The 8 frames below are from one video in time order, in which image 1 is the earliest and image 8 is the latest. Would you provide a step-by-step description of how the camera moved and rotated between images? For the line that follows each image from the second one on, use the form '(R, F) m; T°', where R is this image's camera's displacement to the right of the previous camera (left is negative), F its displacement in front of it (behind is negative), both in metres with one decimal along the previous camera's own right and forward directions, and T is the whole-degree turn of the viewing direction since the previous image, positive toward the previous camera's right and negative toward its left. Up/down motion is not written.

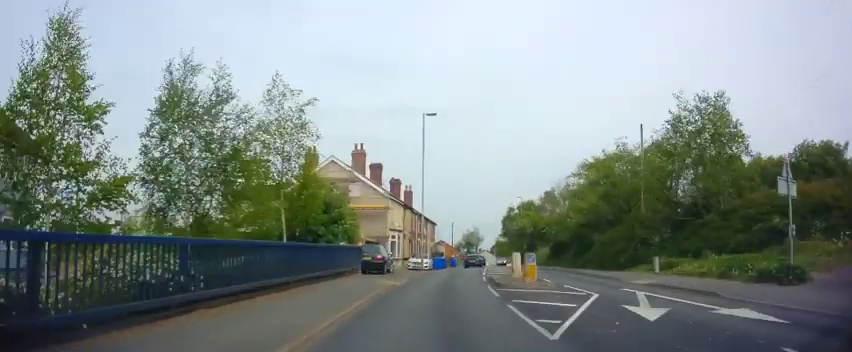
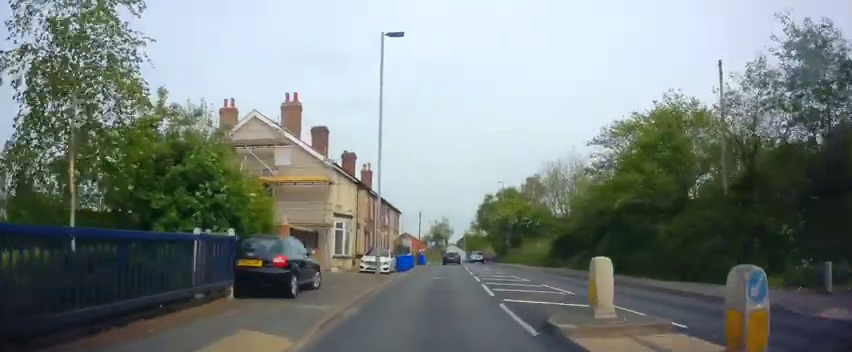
(+0.6, +11.3) m; +7°
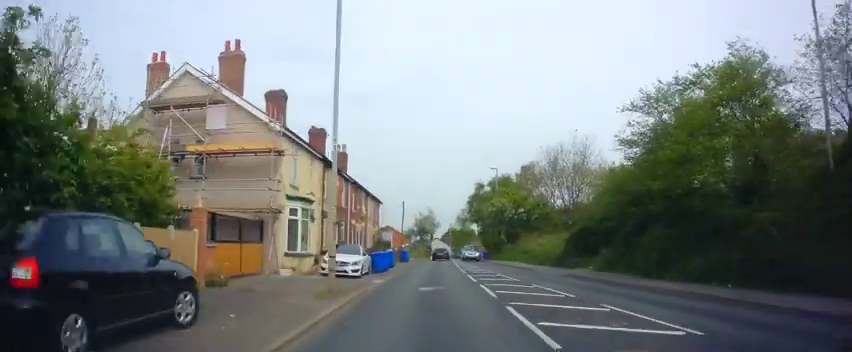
(+0.4, +6.9) m; +2°
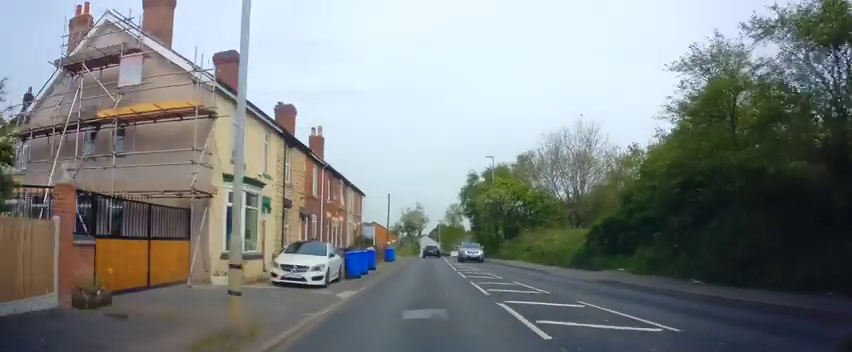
(+0.1, +5.5) m; +1°
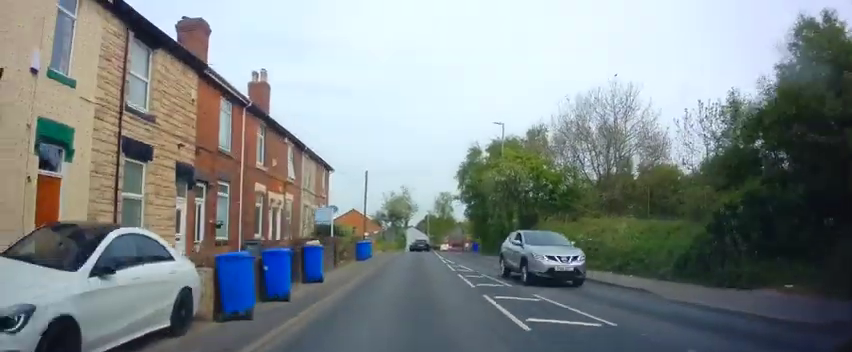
(-0.1, +11.3) m; 0°
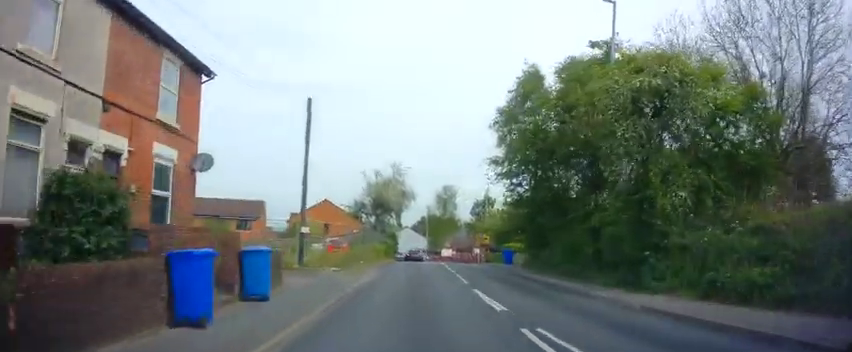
(+0.4, +21.3) m; +2°
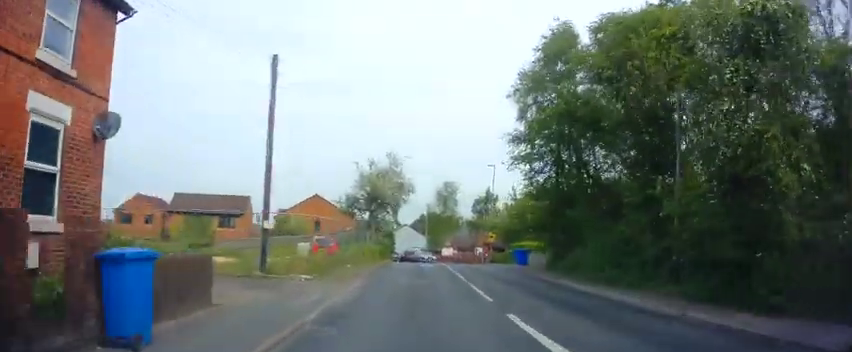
(0.0, +4.5) m; 0°
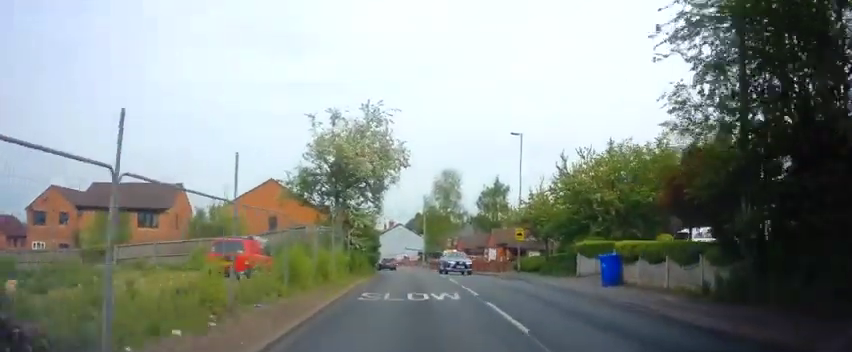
(0.0, +14.8) m; -1°
